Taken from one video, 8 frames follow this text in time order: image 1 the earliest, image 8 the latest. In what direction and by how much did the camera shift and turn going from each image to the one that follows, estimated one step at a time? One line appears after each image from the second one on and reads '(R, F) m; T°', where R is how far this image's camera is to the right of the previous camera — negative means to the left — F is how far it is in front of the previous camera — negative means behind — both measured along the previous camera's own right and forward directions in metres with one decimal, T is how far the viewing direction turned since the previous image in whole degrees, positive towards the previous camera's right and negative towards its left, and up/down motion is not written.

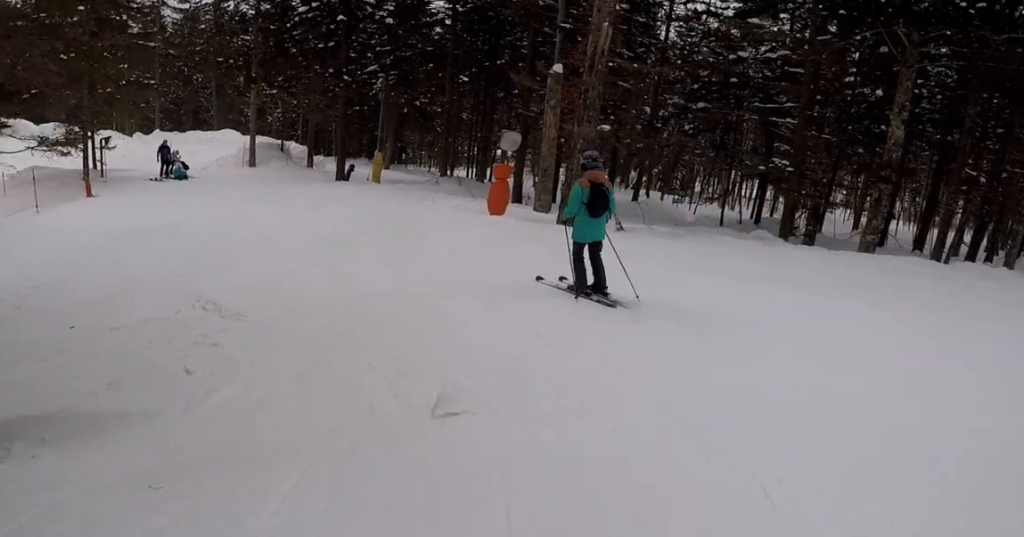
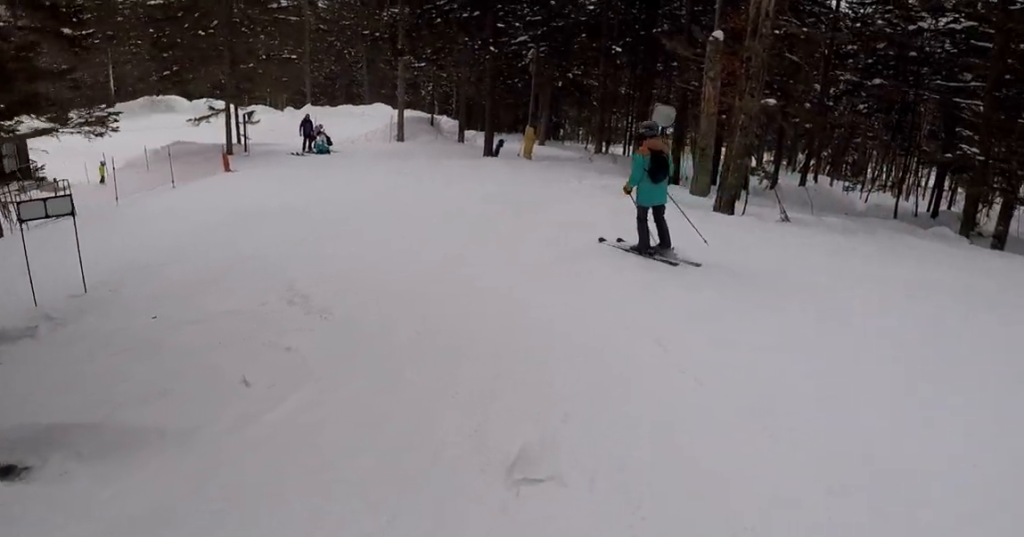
(-0.8, +1.6) m; -16°
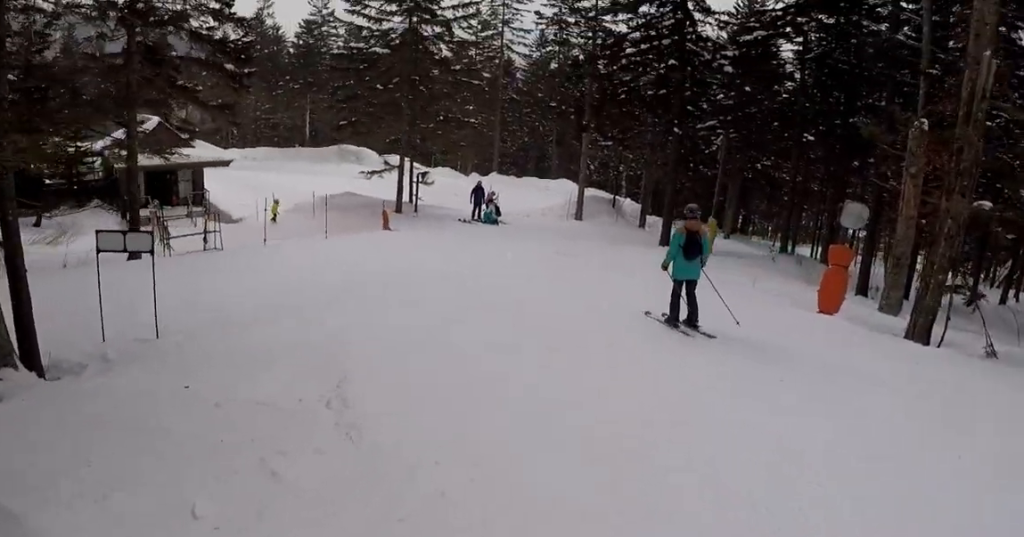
(-0.5, +2.5) m; -10°
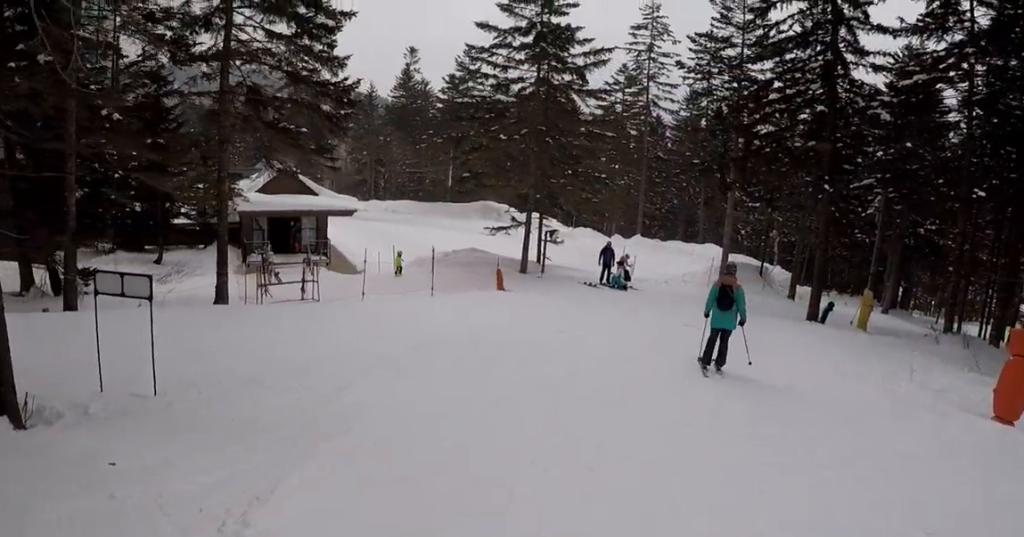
(0.0, +2.8) m; 0°
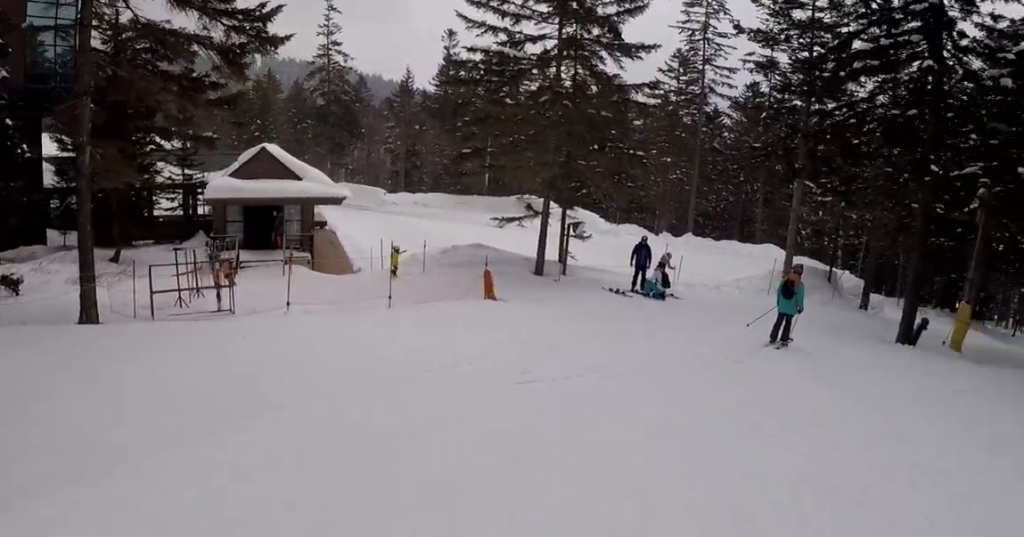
(0.0, +6.7) m; 0°
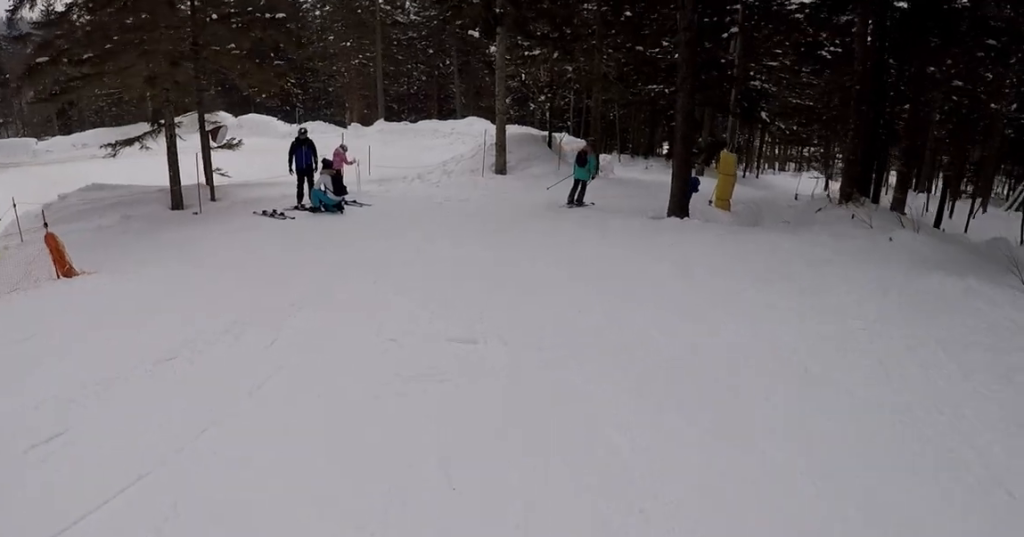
(0.0, +5.8) m; 0°
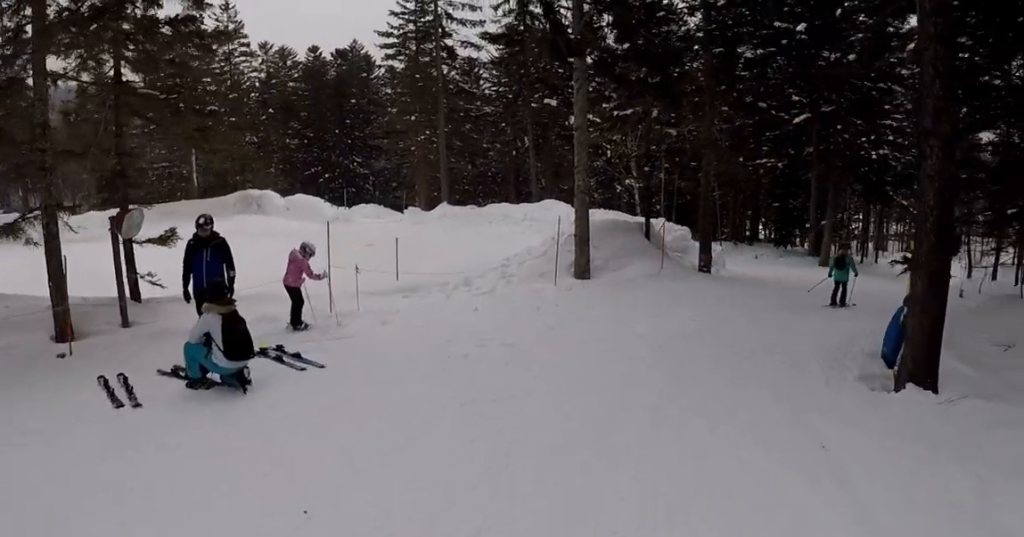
(0.0, +7.2) m; +9°
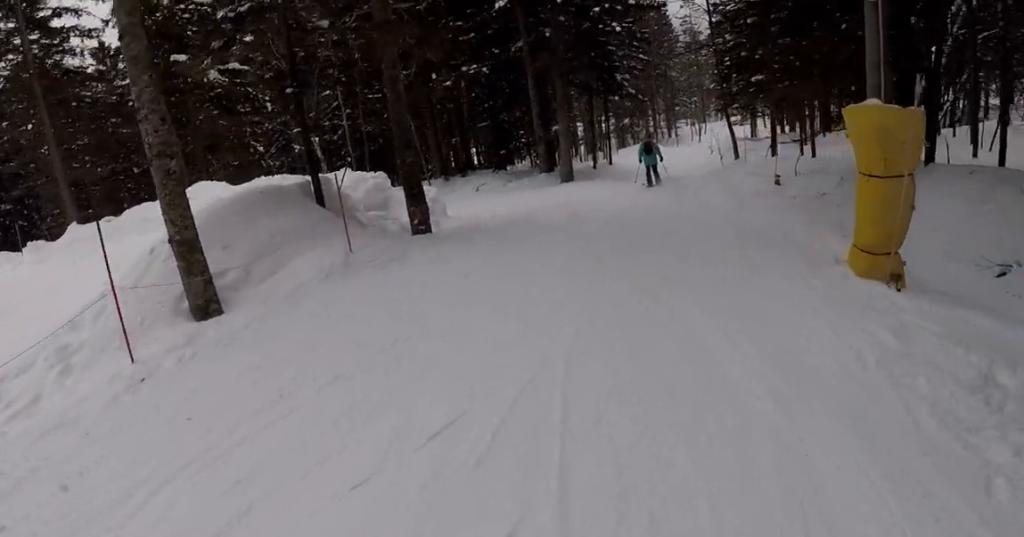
(+1.7, +7.6) m; +19°
